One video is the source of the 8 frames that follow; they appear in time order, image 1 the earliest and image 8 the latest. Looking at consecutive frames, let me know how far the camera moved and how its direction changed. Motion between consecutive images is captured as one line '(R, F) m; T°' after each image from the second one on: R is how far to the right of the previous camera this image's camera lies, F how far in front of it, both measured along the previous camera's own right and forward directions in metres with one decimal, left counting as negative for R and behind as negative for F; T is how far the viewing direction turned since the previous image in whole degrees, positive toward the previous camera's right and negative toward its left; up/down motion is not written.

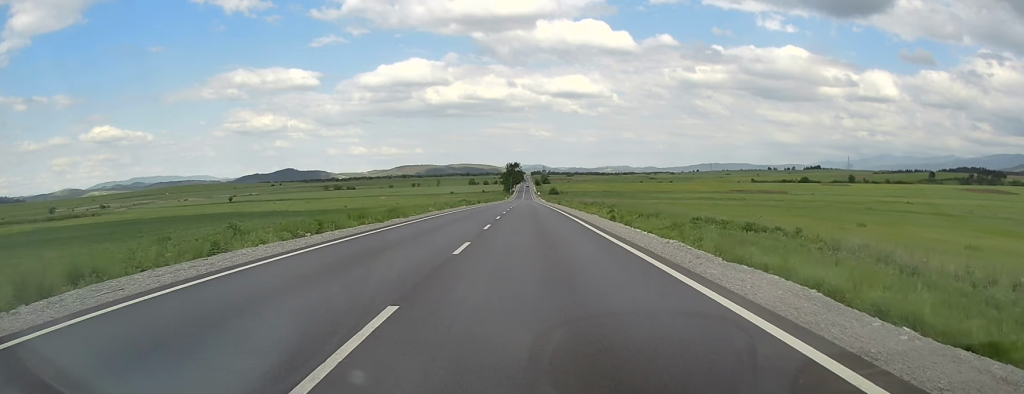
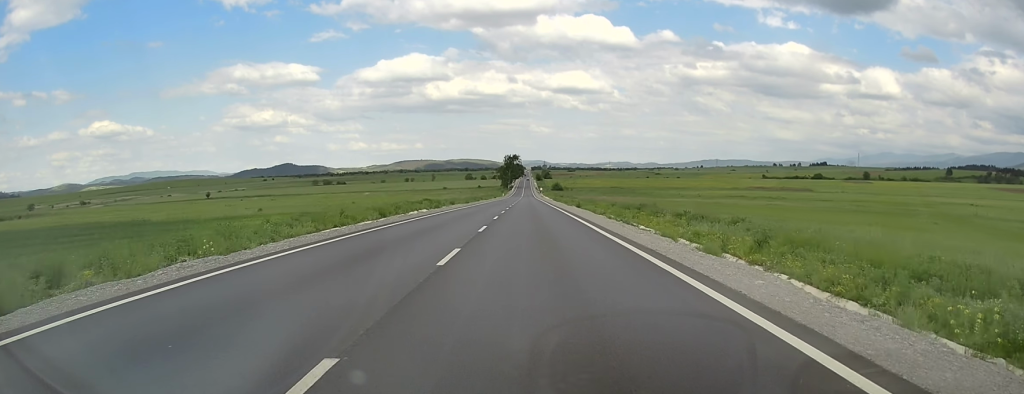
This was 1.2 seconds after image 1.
(-0.2, +38.3) m; -1°
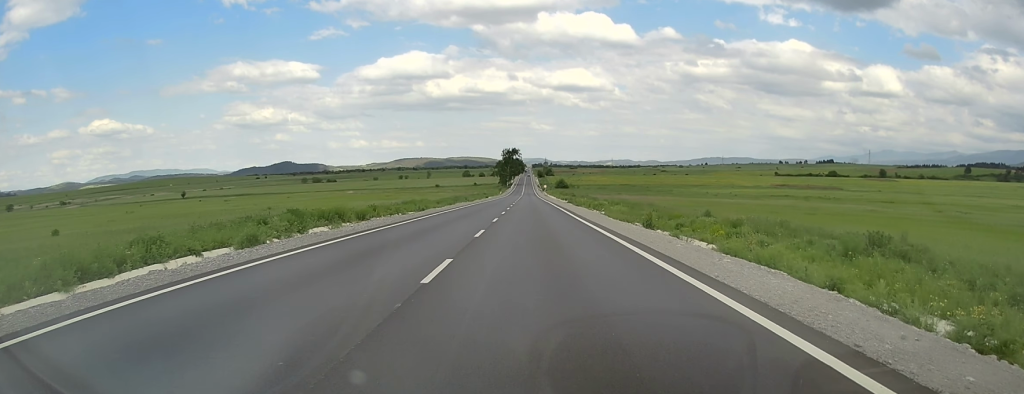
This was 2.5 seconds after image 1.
(0.0, +38.0) m; 0°
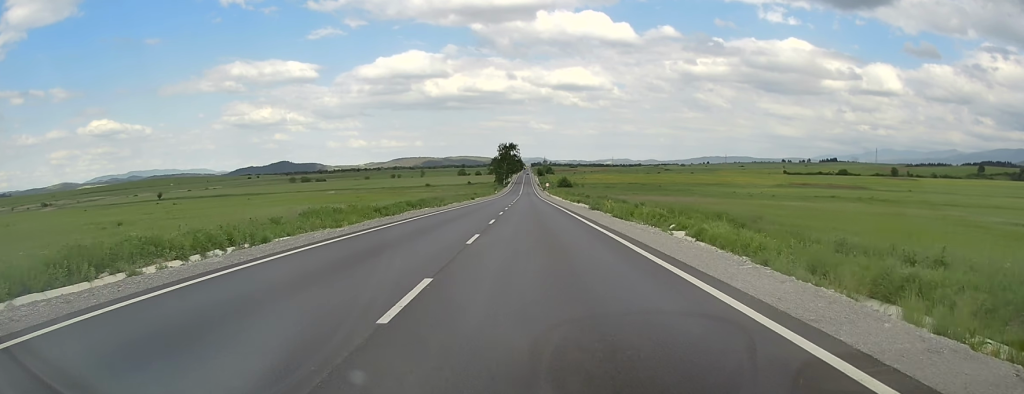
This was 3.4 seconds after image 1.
(+0.2, +29.3) m; 0°
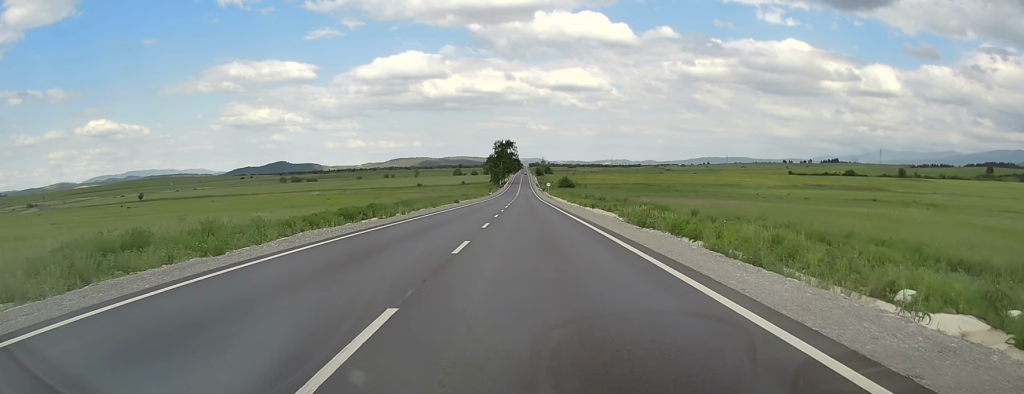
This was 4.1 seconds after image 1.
(0.0, +20.1) m; 0°
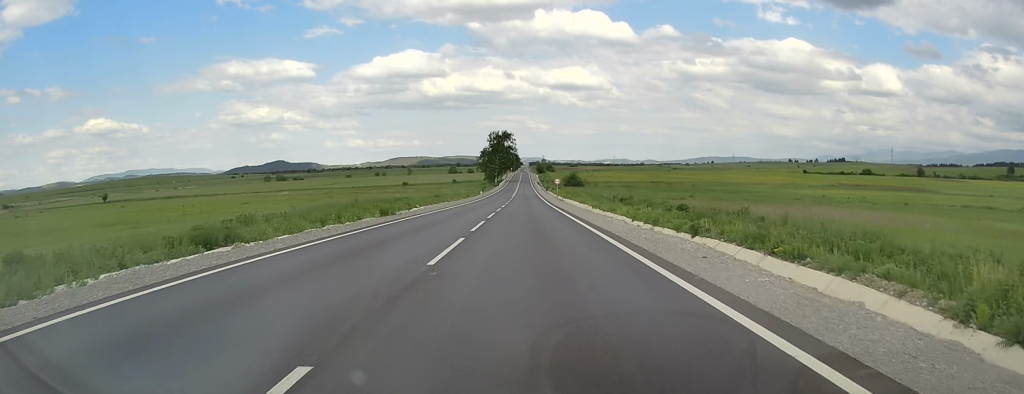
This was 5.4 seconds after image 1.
(0.0, +37.7) m; 0°
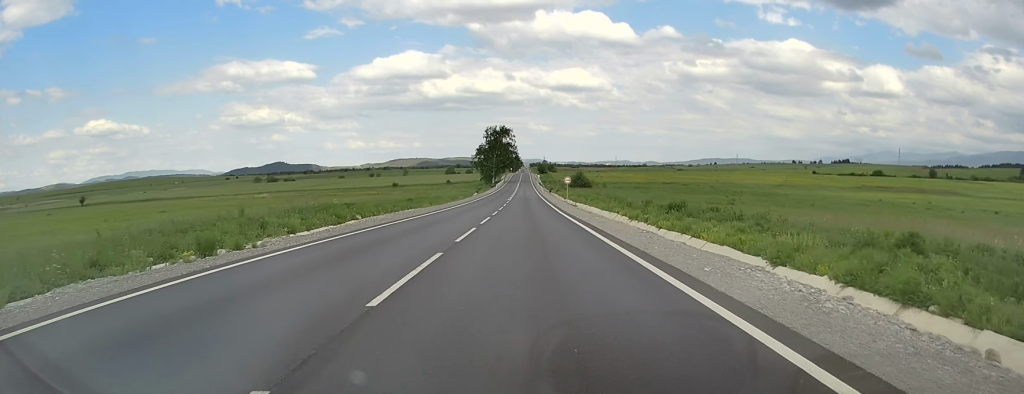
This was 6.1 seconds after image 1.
(0.0, +21.7) m; 0°
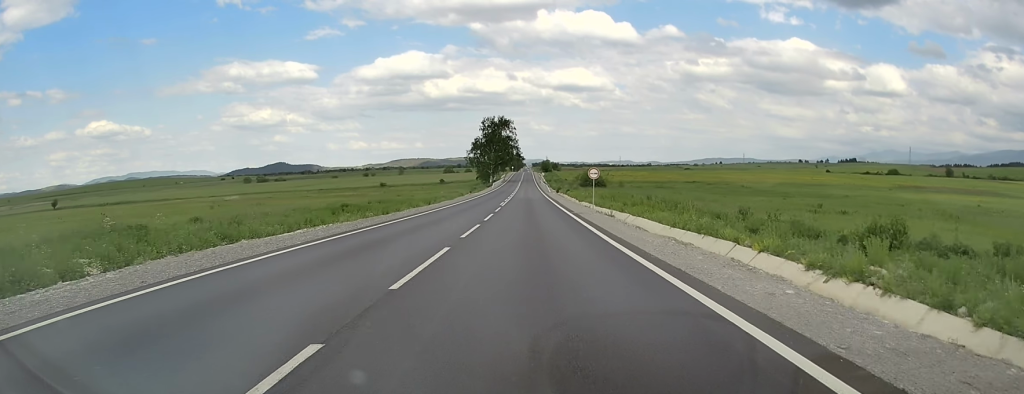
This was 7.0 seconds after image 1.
(+0.1, +25.4) m; 0°
